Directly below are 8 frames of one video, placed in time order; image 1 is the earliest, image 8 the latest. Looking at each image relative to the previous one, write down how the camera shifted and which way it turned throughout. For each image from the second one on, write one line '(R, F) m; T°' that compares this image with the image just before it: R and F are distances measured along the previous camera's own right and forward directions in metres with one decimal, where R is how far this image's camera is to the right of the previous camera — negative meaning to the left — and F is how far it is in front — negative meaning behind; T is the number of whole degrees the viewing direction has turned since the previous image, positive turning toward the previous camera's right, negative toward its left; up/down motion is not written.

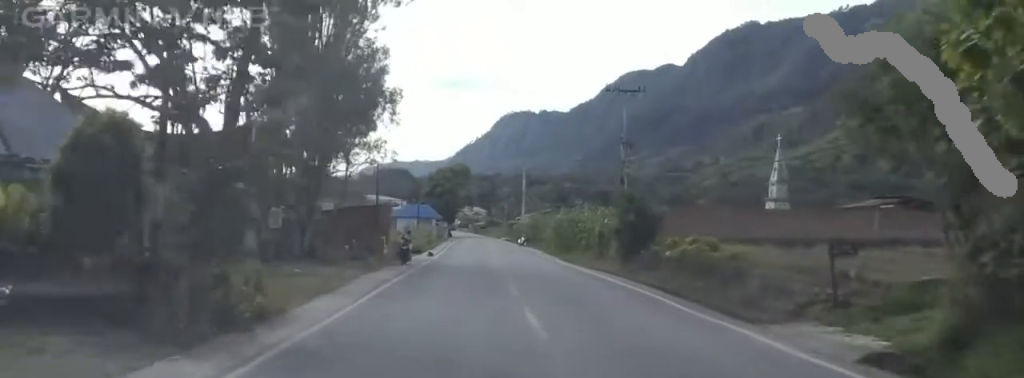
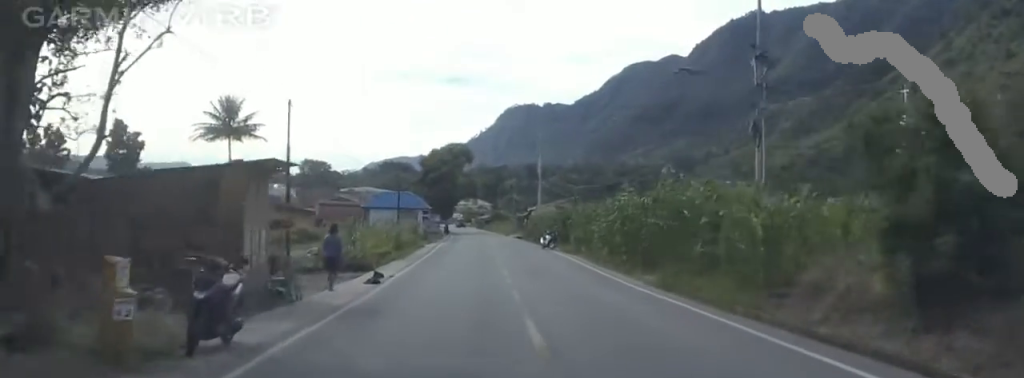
(-1.0, +25.9) m; -3°
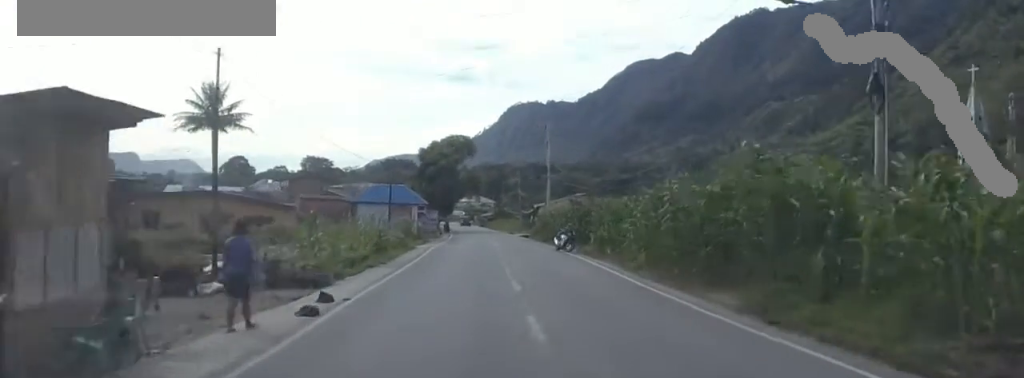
(+0.1, +8.4) m; 0°
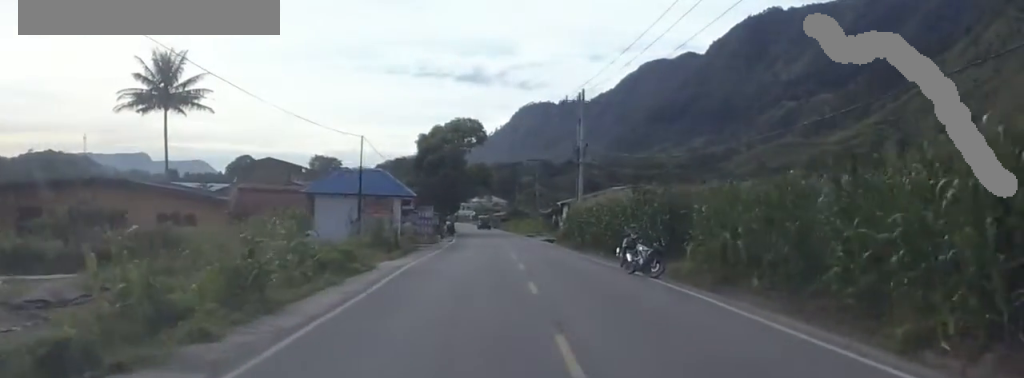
(+0.1, +19.1) m; 0°
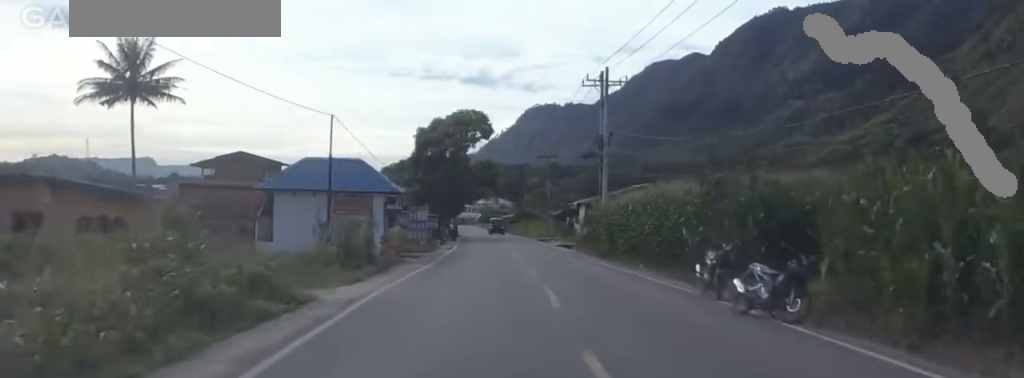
(-0.2, +9.6) m; +1°
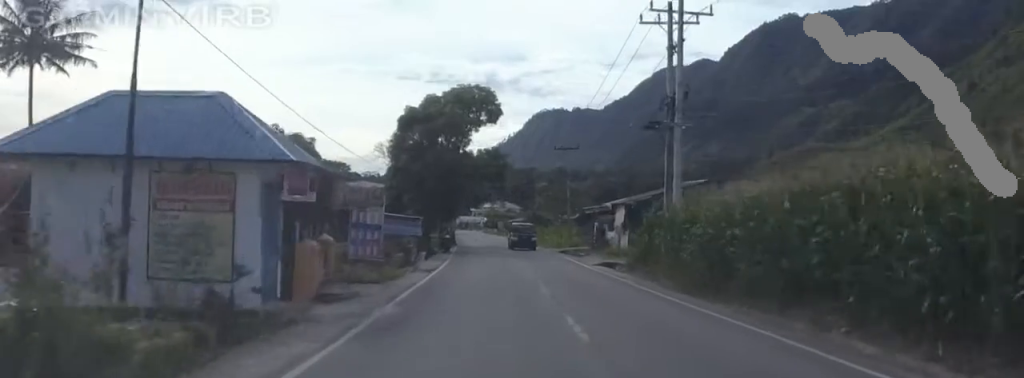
(+0.9, +18.8) m; +2°
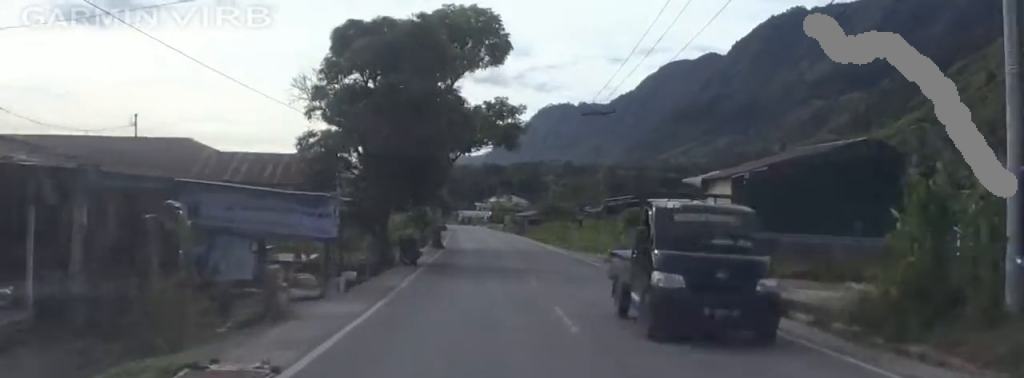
(+0.1, +23.7) m; -3°
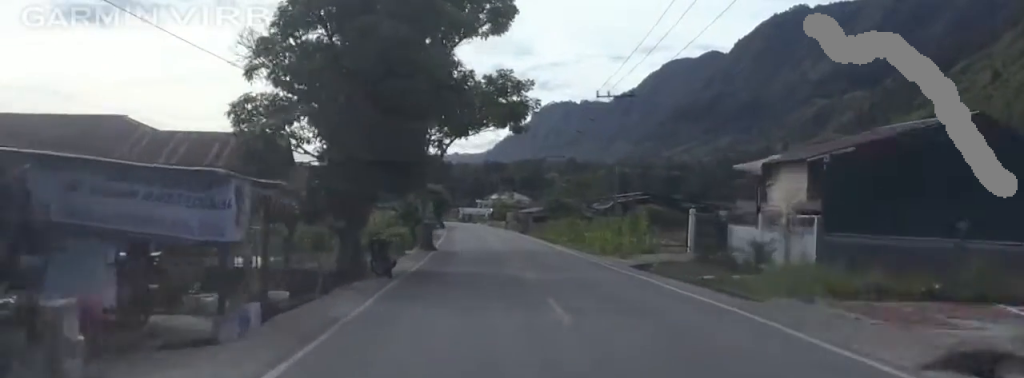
(-0.6, +7.2) m; -2°
